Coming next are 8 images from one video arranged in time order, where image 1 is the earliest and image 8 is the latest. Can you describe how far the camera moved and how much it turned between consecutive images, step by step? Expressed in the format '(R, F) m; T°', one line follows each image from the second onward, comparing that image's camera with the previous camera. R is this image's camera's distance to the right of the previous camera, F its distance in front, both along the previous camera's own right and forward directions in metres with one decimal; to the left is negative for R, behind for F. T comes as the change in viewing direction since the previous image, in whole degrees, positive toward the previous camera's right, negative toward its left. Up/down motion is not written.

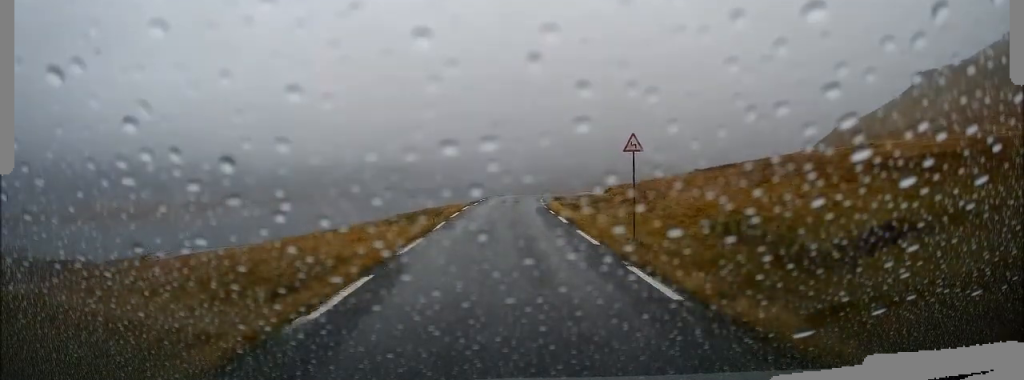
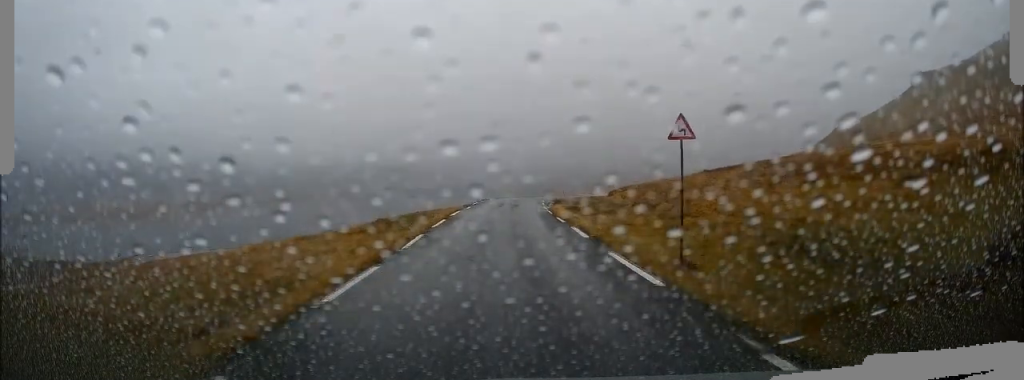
(0.0, +4.3) m; 0°
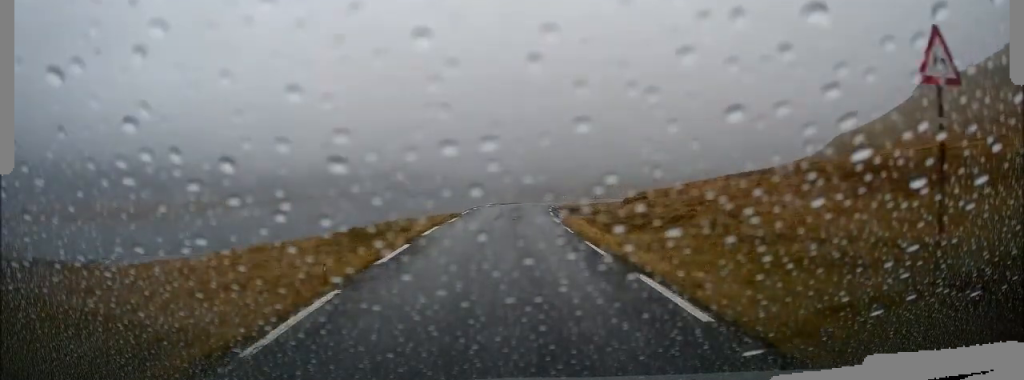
(0.0, +6.6) m; +1°
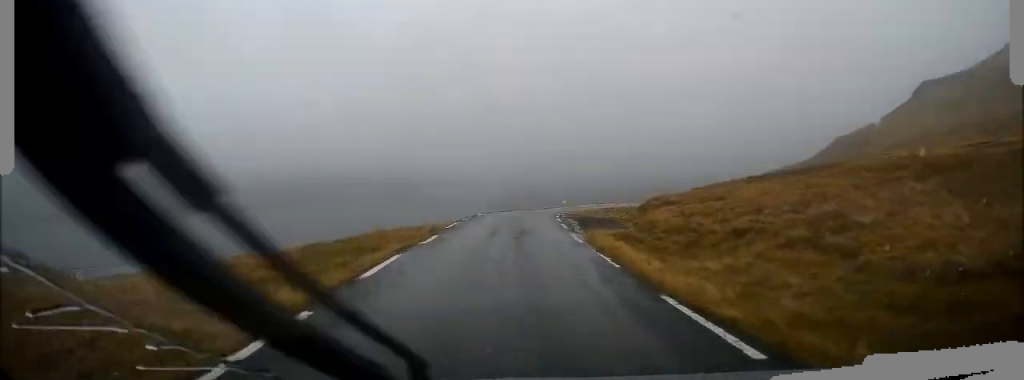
(0.0, +5.3) m; +1°
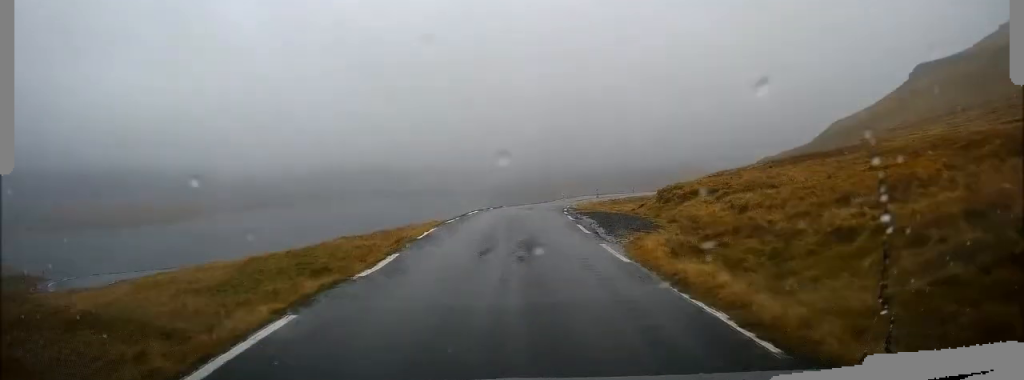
(+0.1, +4.7) m; +1°
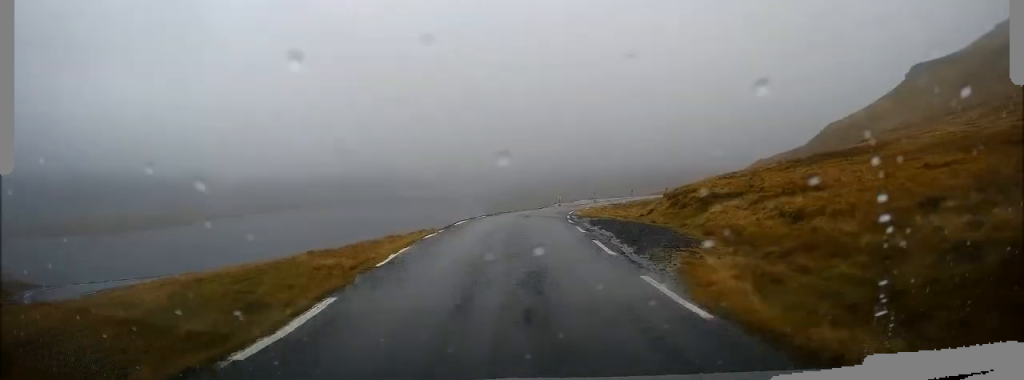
(0.0, +3.1) m; +1°
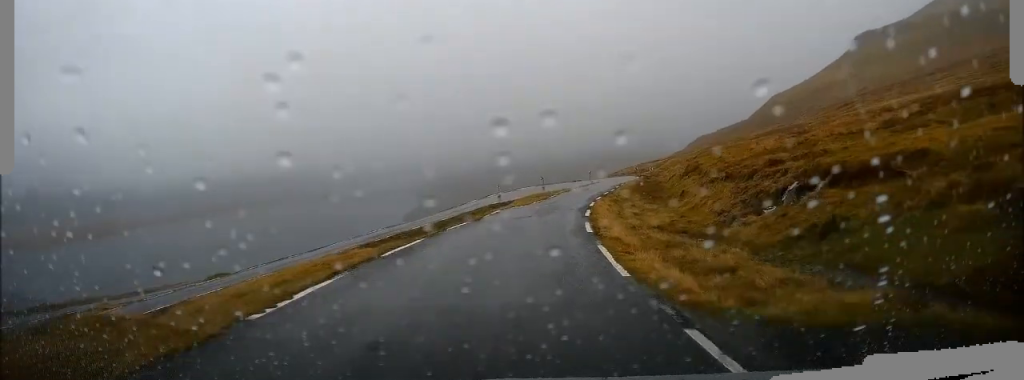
(-0.8, +26.9) m; -2°
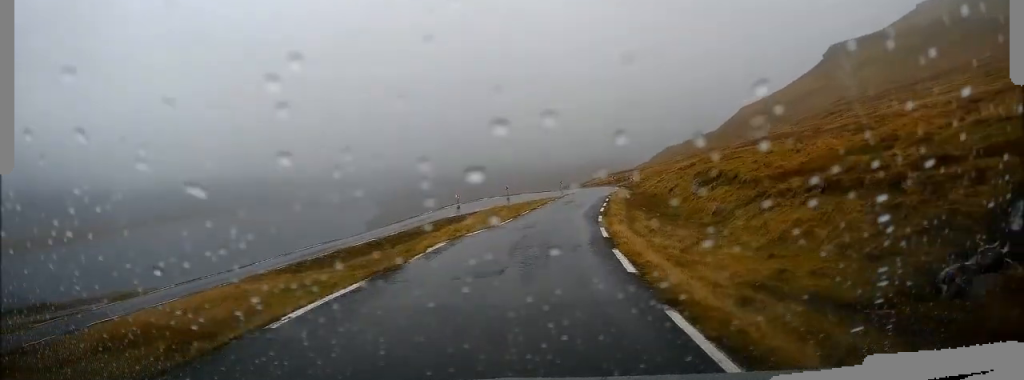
(+0.6, +13.3) m; +7°
